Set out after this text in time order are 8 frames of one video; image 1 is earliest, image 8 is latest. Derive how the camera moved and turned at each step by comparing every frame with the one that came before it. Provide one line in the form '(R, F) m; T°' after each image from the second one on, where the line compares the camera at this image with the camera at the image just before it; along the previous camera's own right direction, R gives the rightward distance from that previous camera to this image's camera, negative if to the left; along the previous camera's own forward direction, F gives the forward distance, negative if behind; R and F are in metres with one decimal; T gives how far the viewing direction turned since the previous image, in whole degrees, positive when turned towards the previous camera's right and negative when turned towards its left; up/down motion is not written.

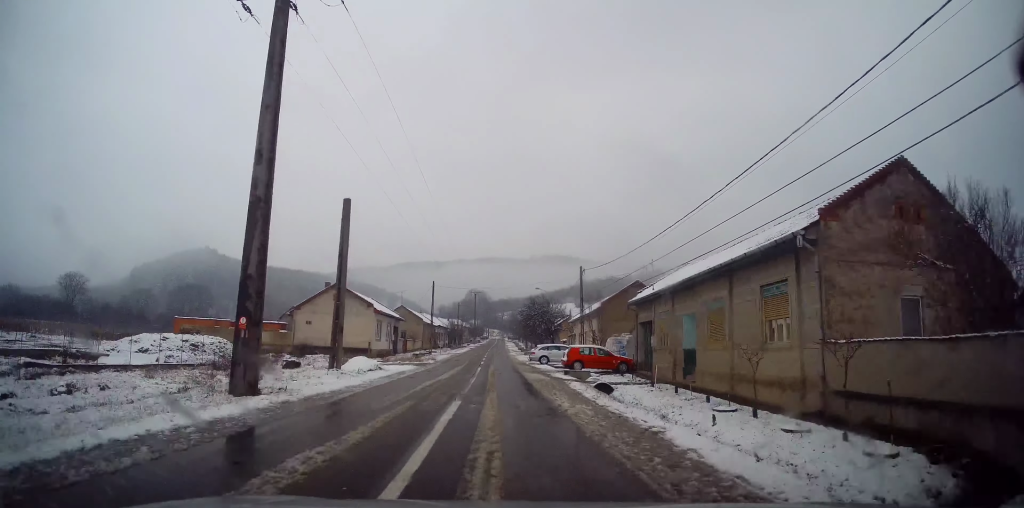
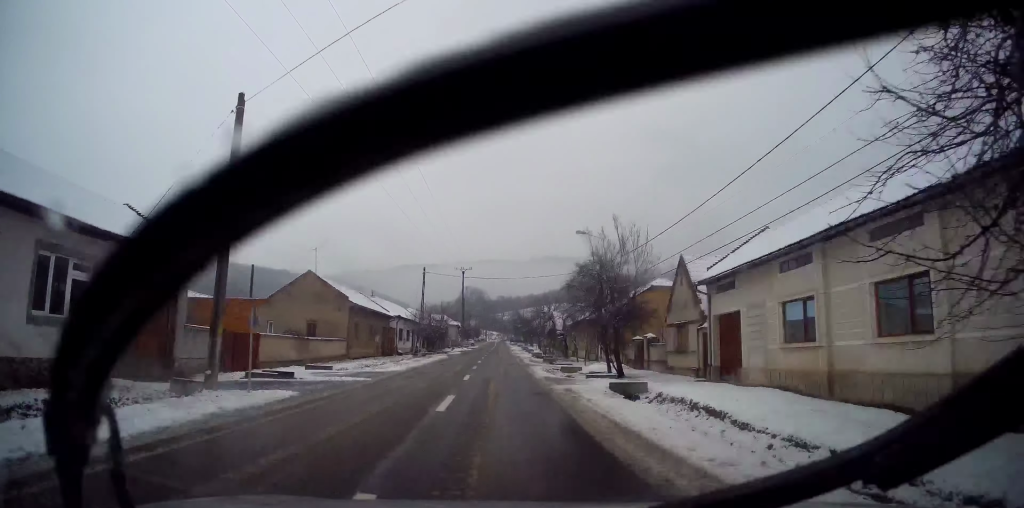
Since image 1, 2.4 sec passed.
(-1.0, +43.0) m; -1°
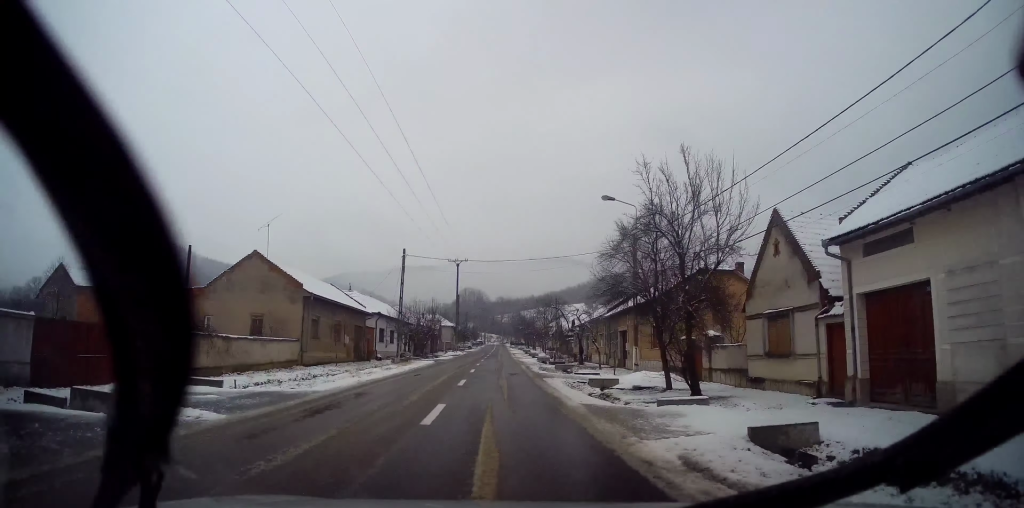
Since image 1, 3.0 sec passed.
(+0.2, +10.2) m; 0°
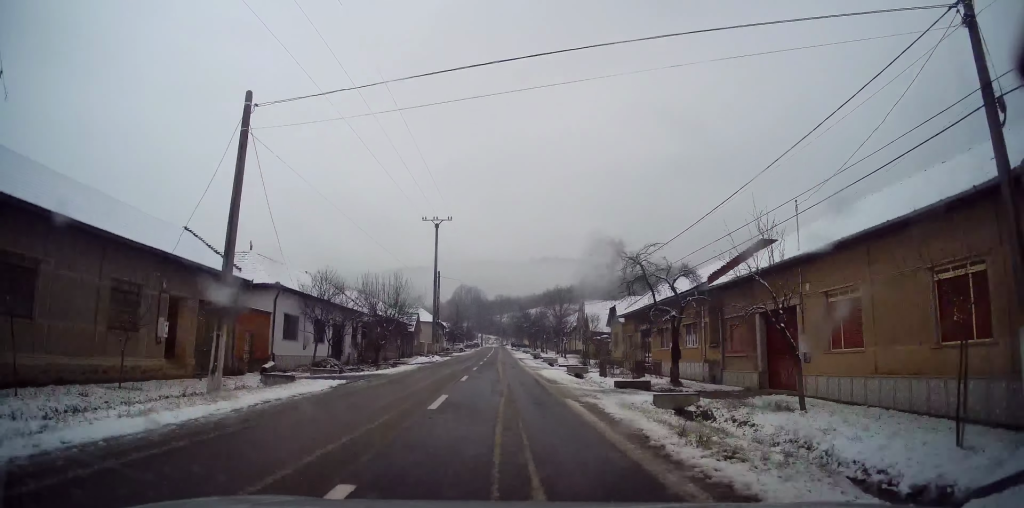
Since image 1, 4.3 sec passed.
(-0.1, +24.2) m; 0°
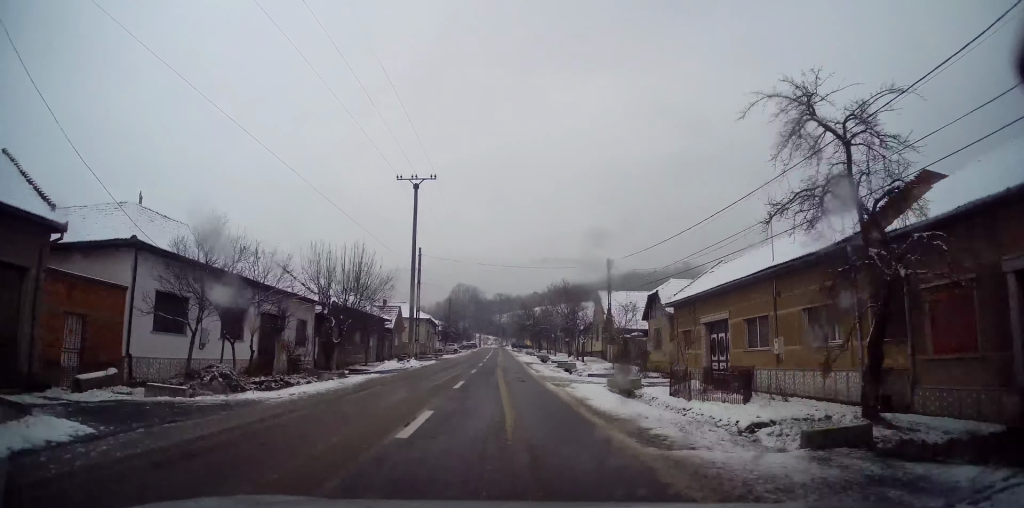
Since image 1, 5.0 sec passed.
(+0.1, +12.0) m; 0°
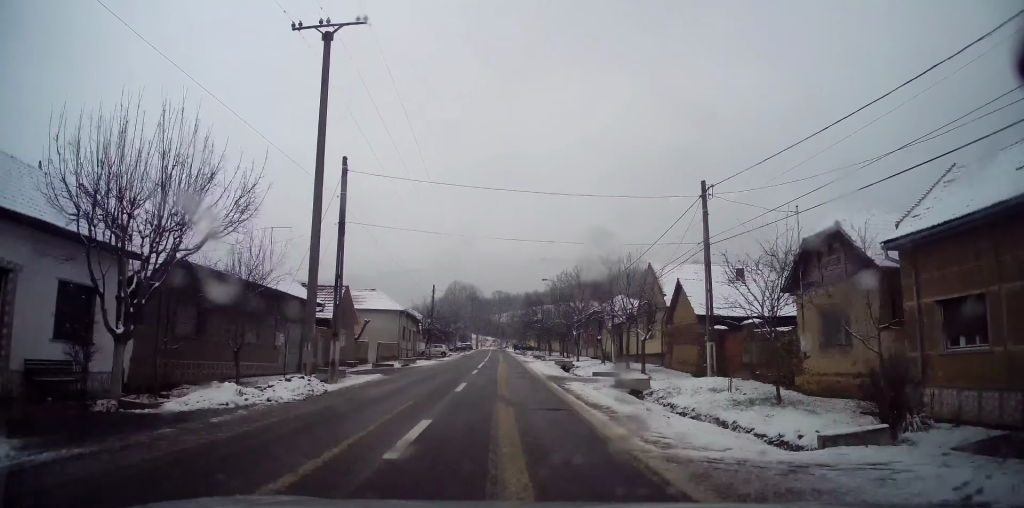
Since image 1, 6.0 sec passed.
(+0.2, +18.6) m; -1°
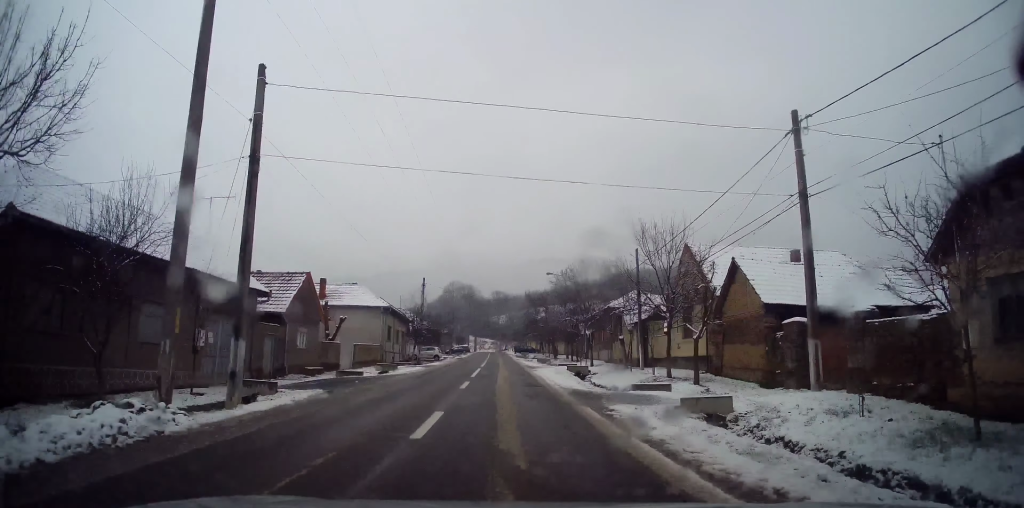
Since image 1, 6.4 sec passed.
(-0.1, +7.2) m; -1°
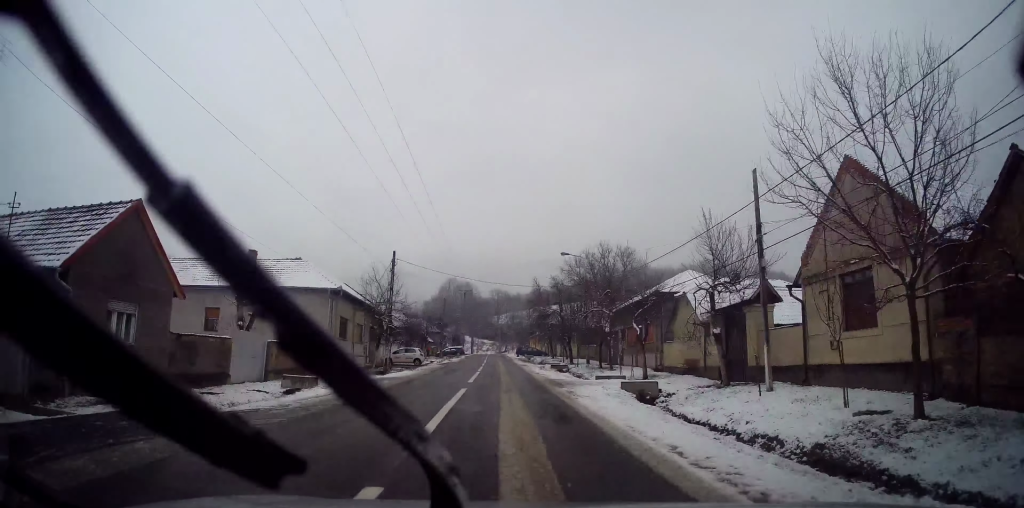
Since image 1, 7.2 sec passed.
(-0.1, +14.4) m; +1°
